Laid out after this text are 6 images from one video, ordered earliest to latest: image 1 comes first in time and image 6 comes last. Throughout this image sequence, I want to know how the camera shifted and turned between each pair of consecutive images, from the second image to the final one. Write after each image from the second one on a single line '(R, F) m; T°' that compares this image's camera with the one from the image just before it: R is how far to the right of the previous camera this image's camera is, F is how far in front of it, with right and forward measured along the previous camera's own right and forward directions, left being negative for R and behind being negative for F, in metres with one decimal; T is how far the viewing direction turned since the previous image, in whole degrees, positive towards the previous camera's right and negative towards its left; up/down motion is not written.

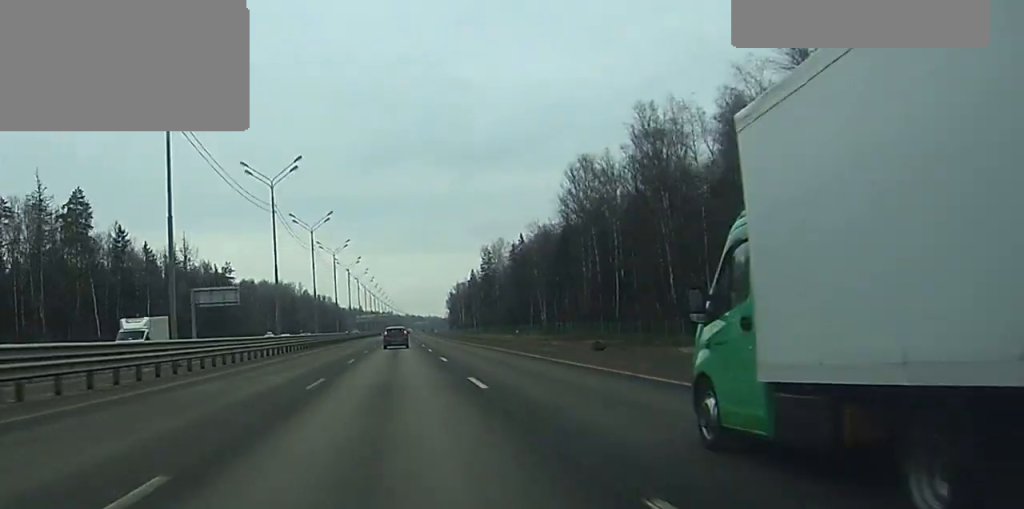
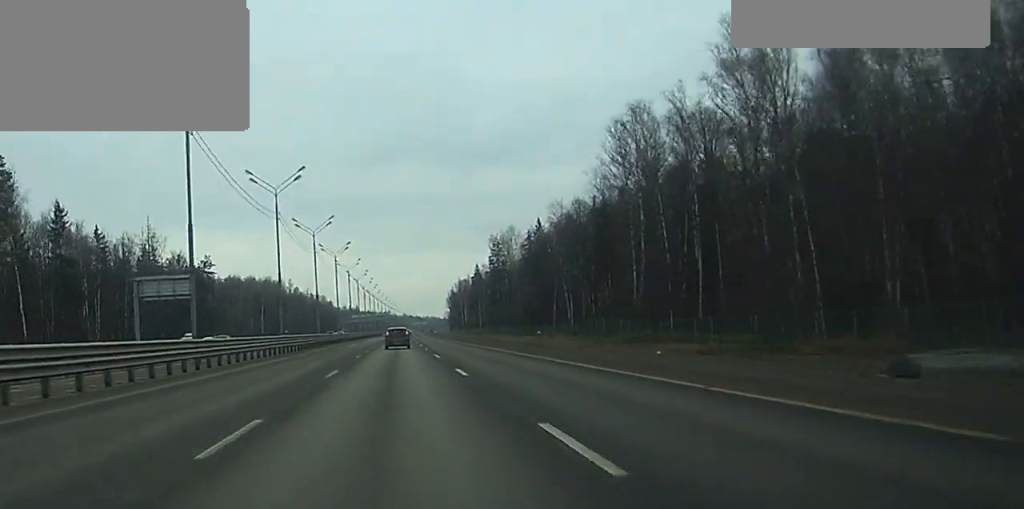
(0.0, +26.6) m; 0°
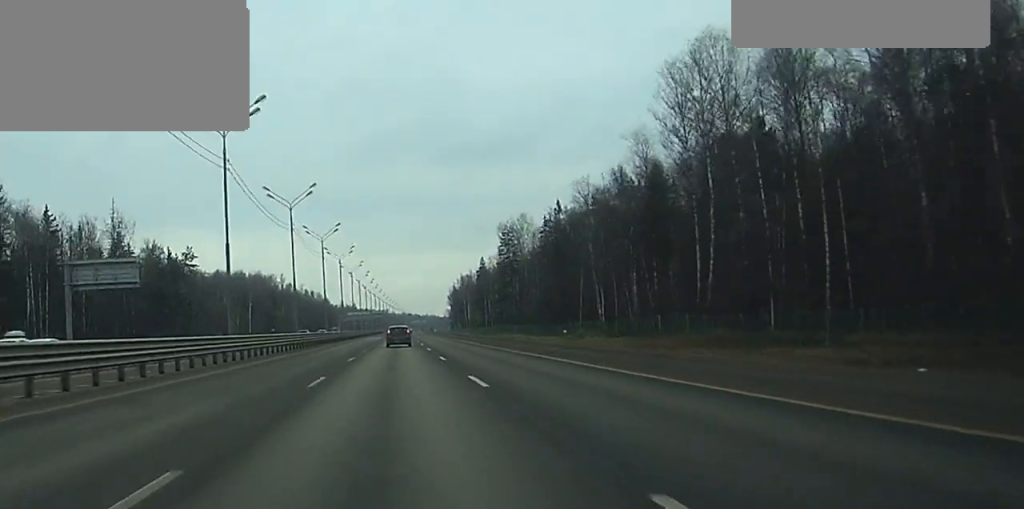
(0.0, +20.7) m; 0°
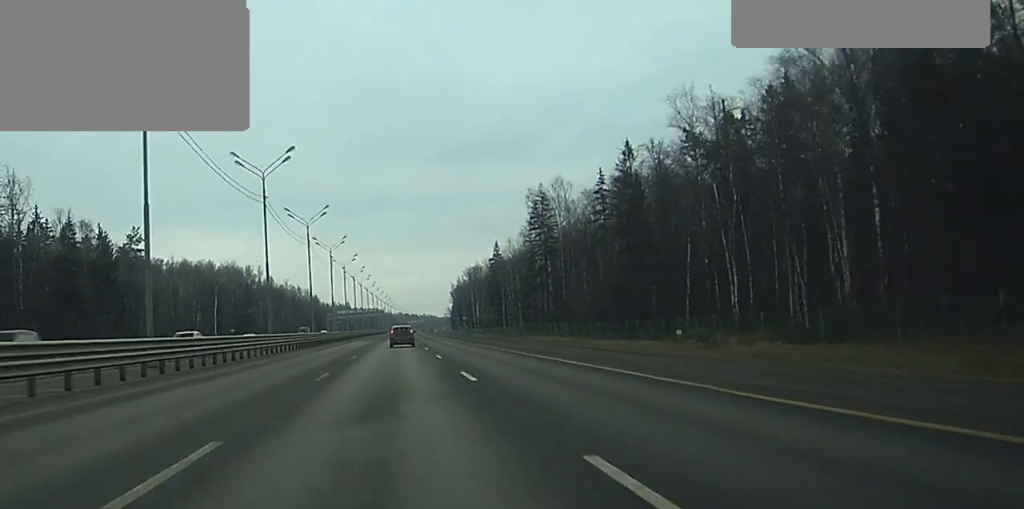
(0.0, +45.6) m; 0°
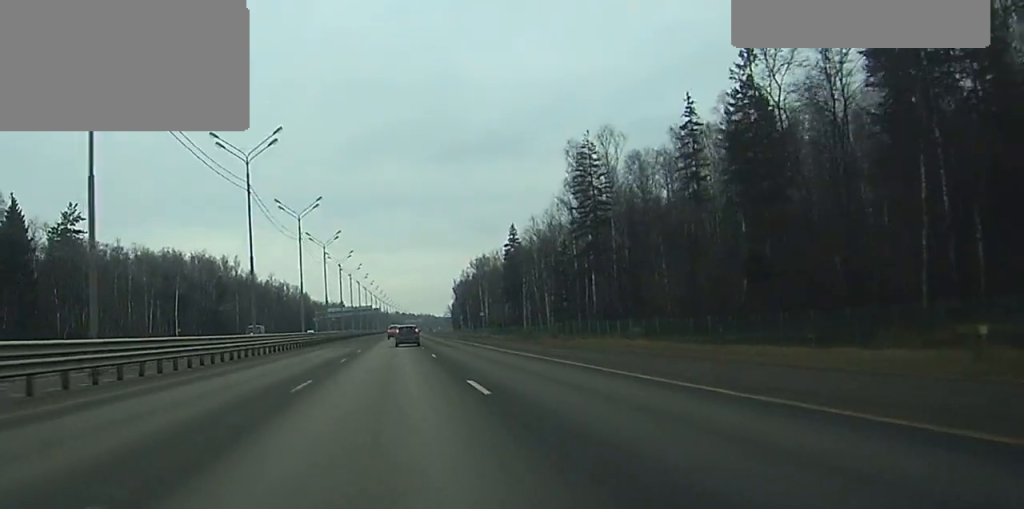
(0.0, +35.8) m; 0°
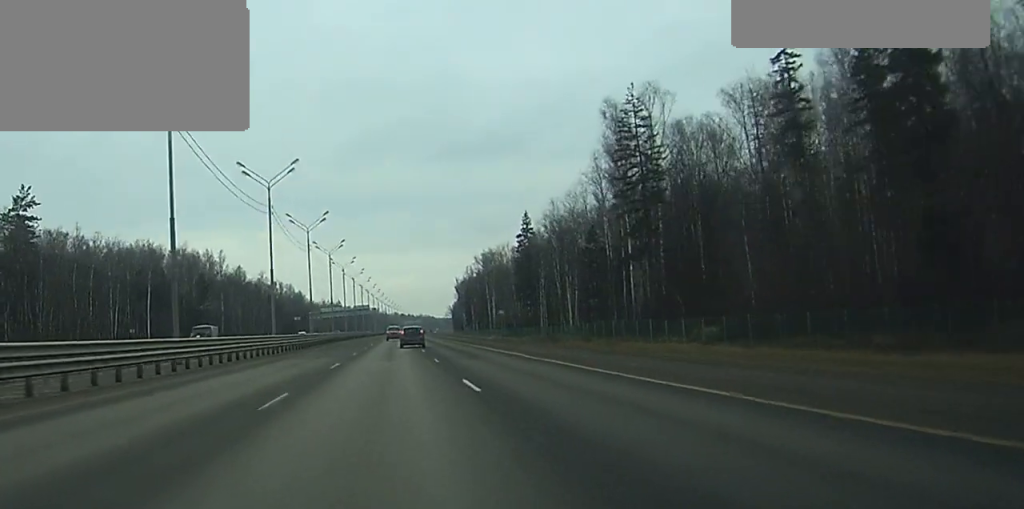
(0.0, +19.9) m; 0°
